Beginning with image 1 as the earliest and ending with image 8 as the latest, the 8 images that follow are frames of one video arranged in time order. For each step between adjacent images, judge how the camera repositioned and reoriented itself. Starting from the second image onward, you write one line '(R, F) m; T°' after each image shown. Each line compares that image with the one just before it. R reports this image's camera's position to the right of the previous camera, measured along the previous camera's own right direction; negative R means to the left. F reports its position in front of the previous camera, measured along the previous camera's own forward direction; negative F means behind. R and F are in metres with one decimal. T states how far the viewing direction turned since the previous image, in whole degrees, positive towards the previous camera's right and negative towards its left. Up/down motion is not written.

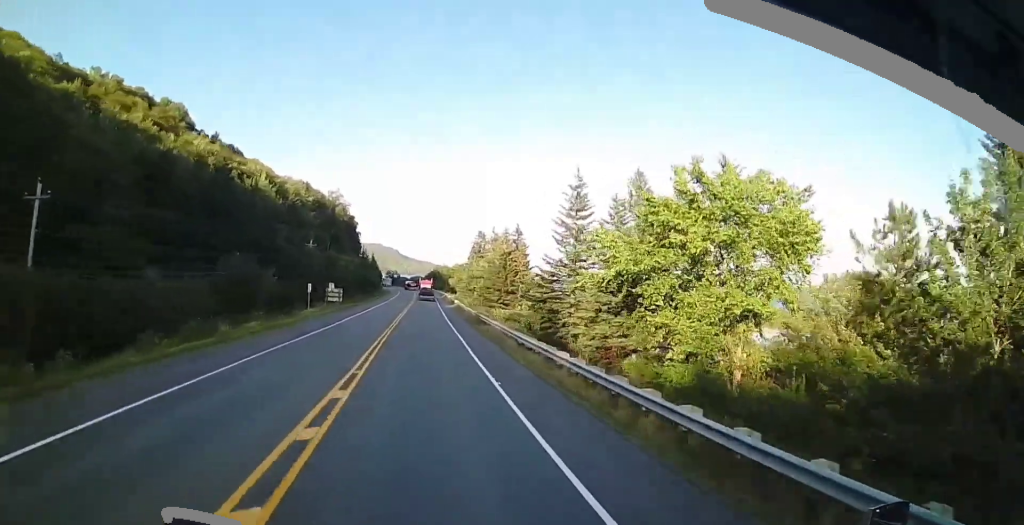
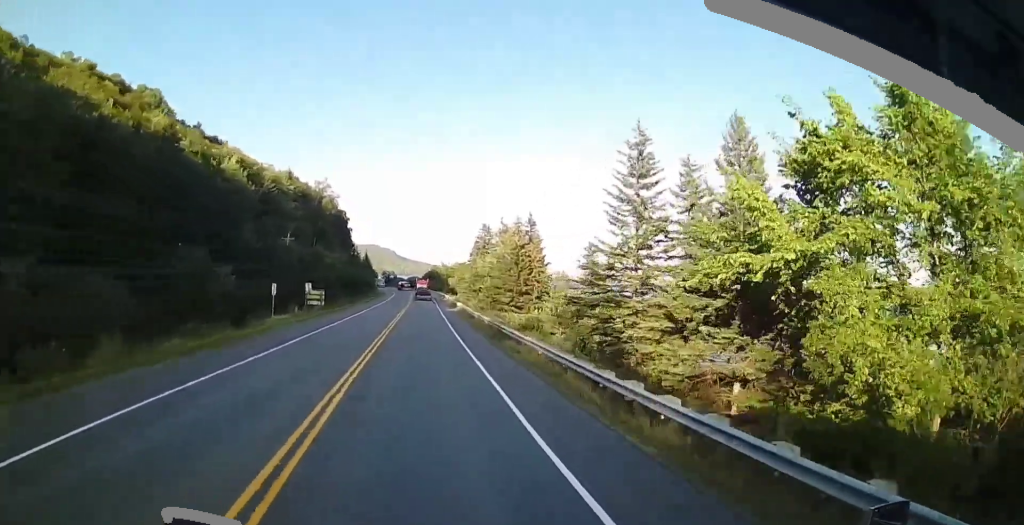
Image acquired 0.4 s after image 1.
(0.0, +12.7) m; 0°
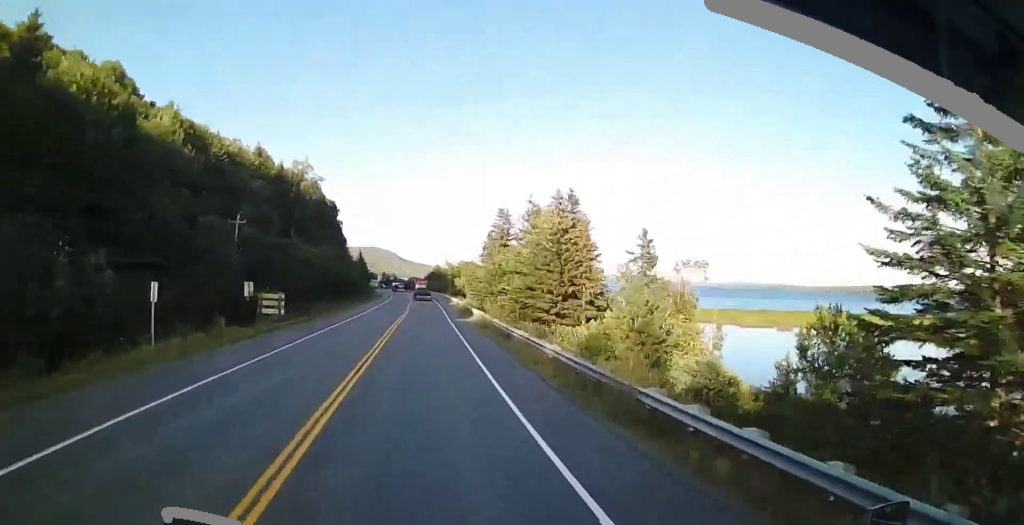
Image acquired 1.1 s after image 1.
(0.0, +20.3) m; 0°
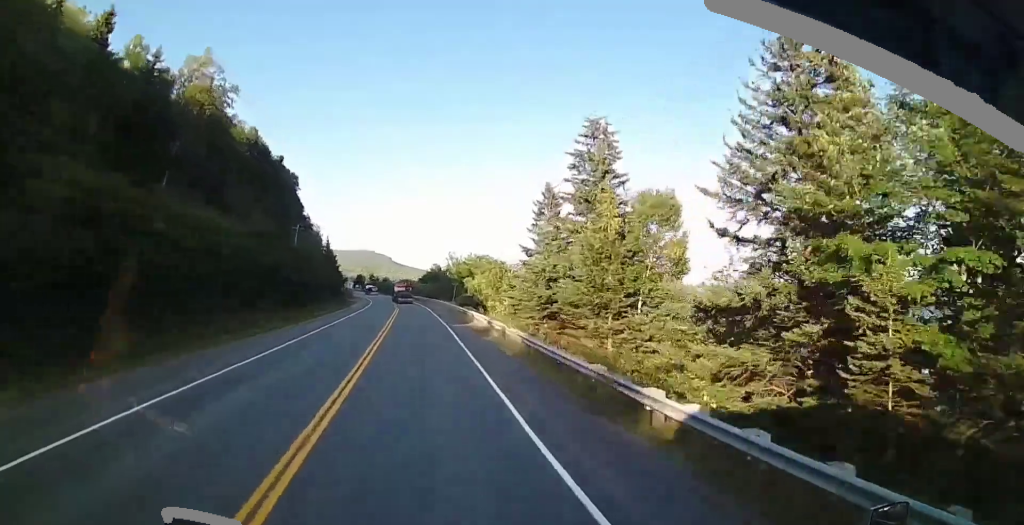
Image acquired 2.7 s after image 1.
(0.0, +44.3) m; 0°
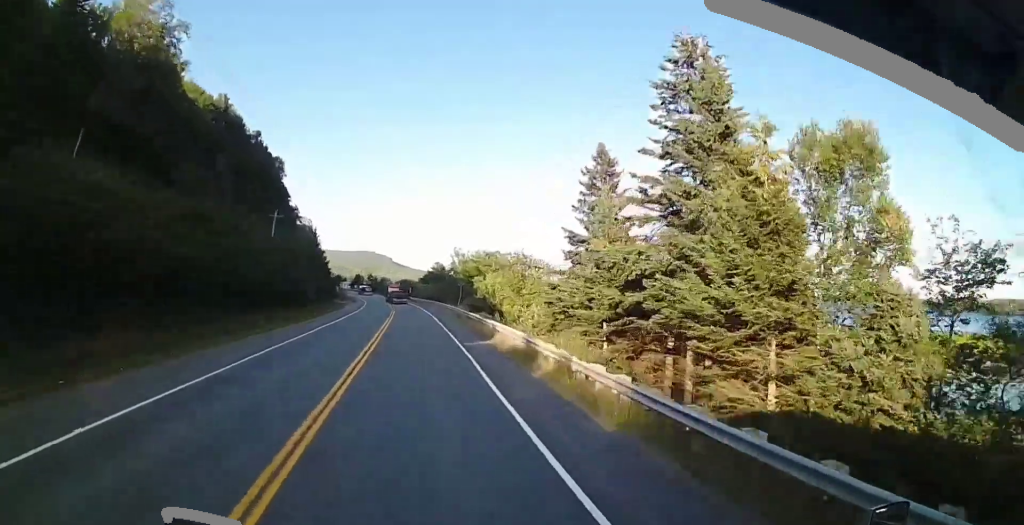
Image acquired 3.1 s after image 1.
(+0.1, +13.4) m; -1°
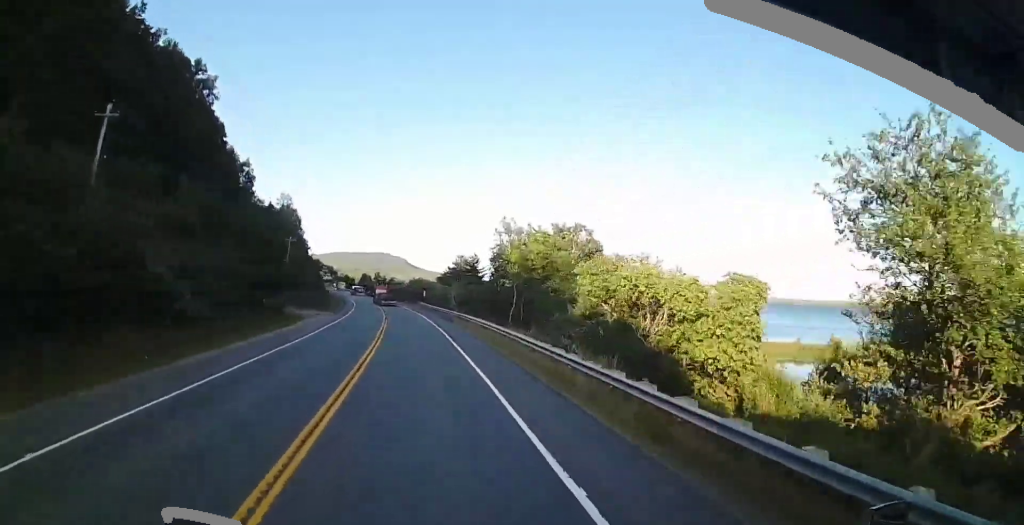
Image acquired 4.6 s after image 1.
(-0.7, +41.7) m; -1°
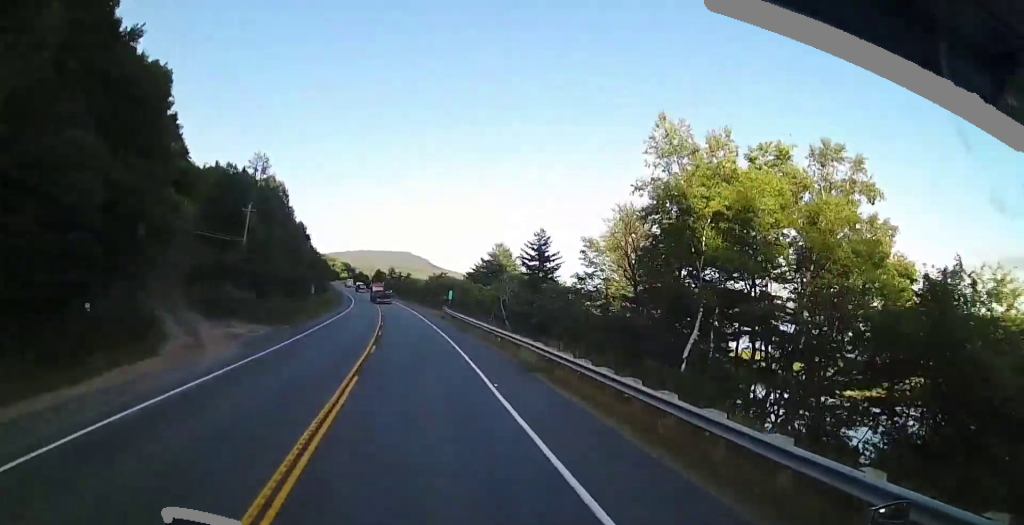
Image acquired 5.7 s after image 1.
(0.0, +31.7) m; 0°
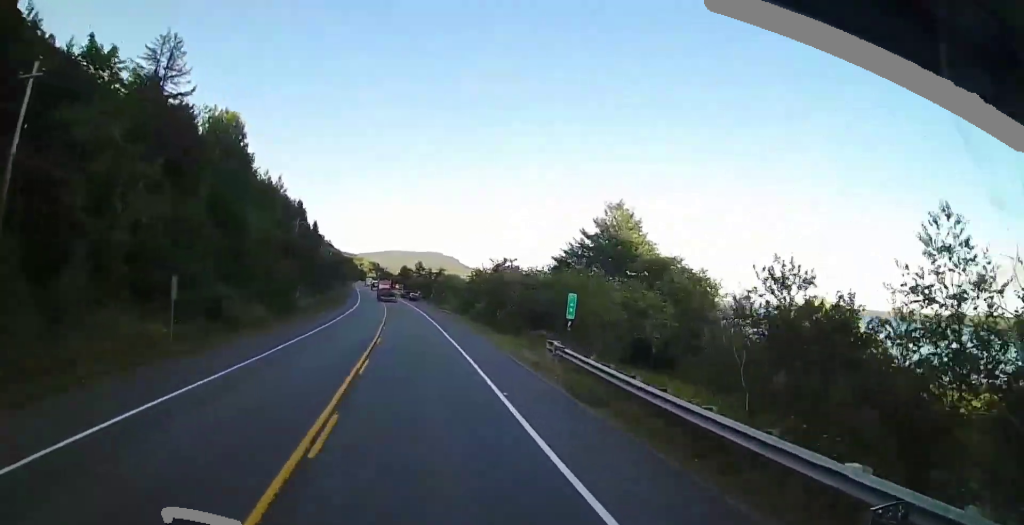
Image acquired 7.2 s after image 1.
(0.0, +41.0) m; 0°
